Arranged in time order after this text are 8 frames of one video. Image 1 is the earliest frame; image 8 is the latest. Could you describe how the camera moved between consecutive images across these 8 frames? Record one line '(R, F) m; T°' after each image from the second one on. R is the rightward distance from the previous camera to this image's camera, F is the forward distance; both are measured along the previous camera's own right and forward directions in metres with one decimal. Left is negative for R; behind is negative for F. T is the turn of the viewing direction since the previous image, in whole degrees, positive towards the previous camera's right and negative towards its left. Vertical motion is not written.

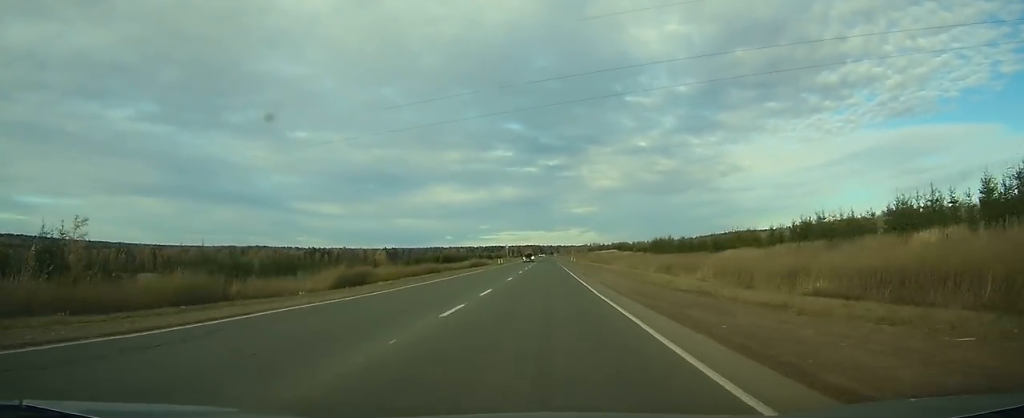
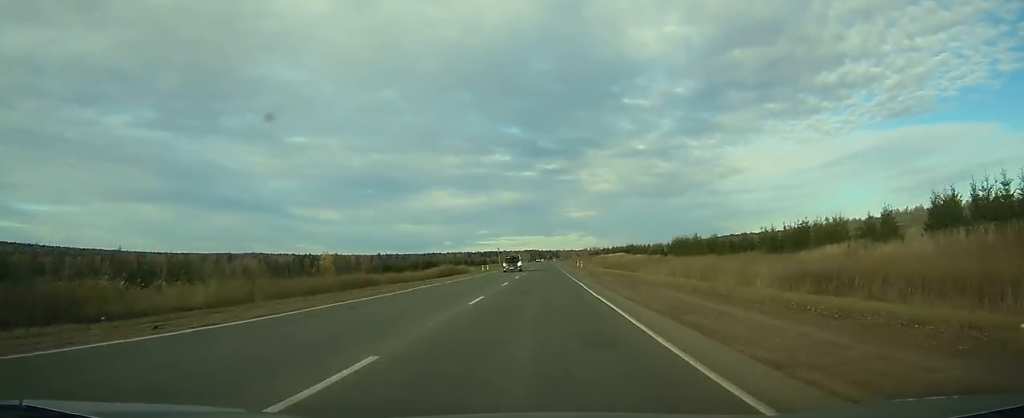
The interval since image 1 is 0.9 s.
(0.0, +26.7) m; 0°
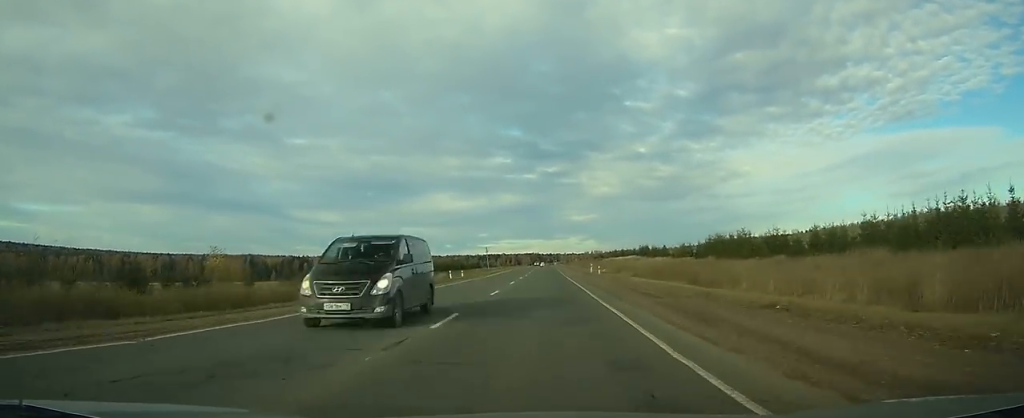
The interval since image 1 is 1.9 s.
(0.0, +28.7) m; 0°
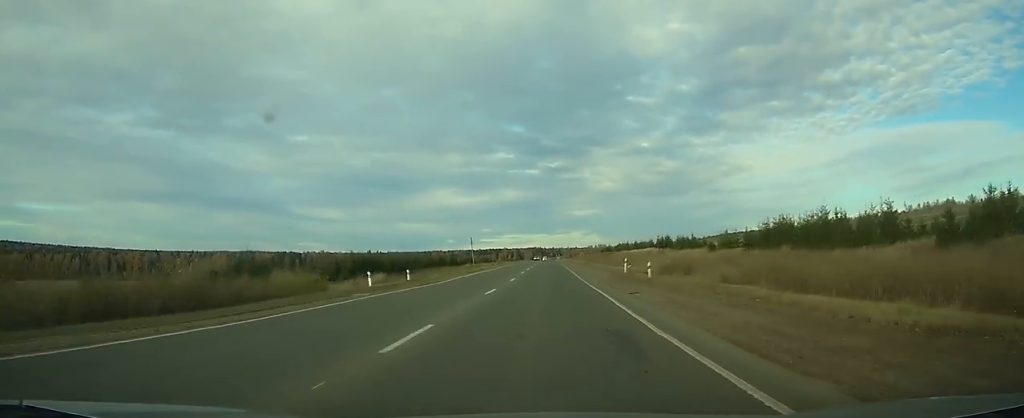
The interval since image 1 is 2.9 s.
(0.0, +26.9) m; 0°
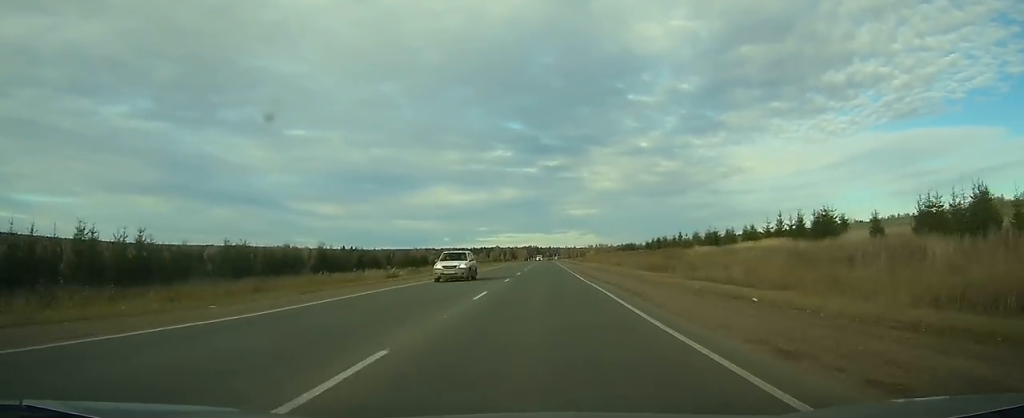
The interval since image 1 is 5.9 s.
(-0.3, +86.6) m; 0°
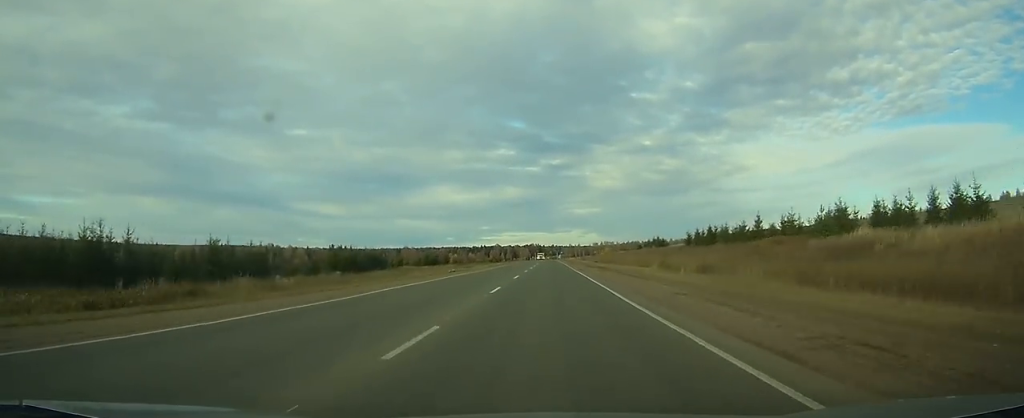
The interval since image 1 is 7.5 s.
(0.0, +45.9) m; 0°
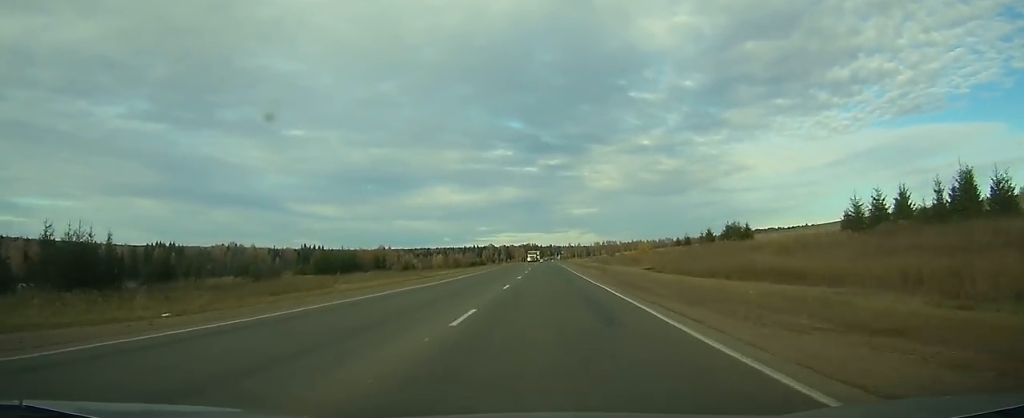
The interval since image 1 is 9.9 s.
(0.0, +70.0) m; 0°
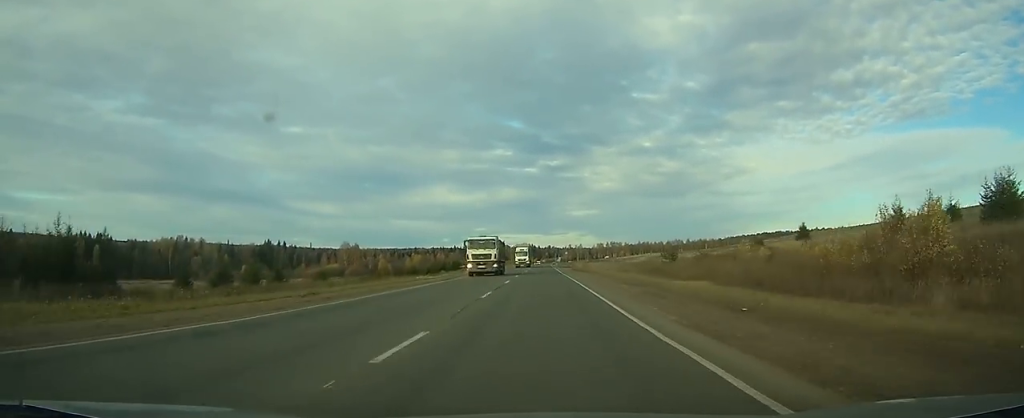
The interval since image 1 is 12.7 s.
(0.0, +76.0) m; 0°
